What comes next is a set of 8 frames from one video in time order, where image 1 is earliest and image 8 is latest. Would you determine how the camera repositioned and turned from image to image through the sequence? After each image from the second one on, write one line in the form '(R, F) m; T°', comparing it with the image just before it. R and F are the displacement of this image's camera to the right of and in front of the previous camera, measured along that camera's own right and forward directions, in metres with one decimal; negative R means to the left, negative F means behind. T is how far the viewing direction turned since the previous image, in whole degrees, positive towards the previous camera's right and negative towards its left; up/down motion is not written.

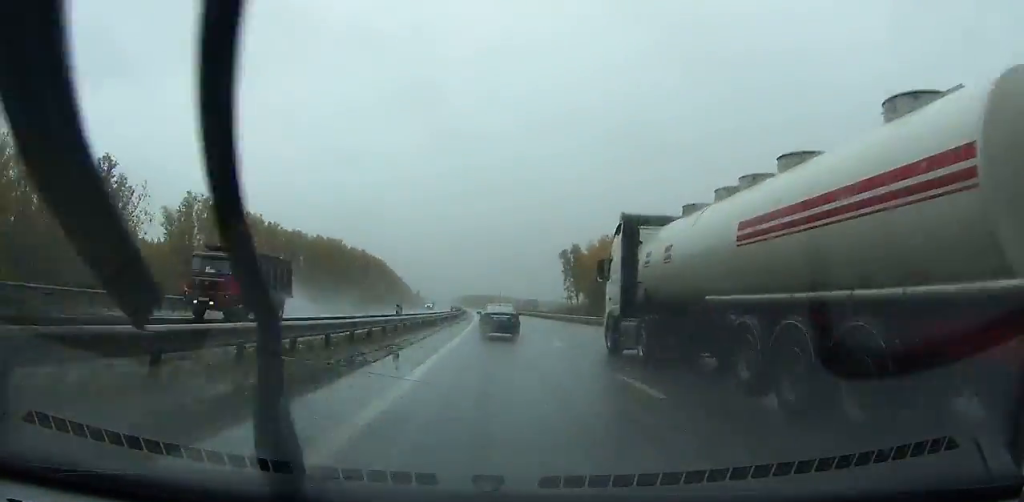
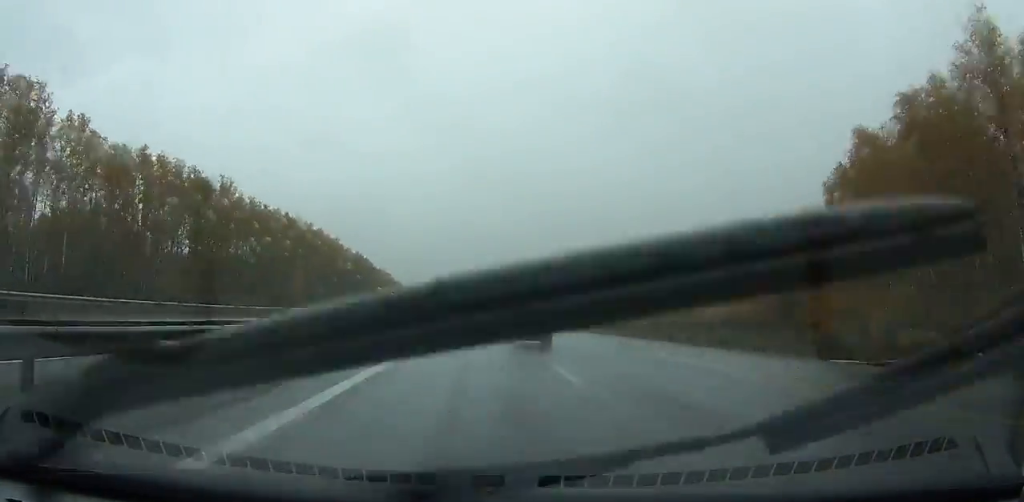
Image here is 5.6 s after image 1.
(-3.8, +154.4) m; -3°
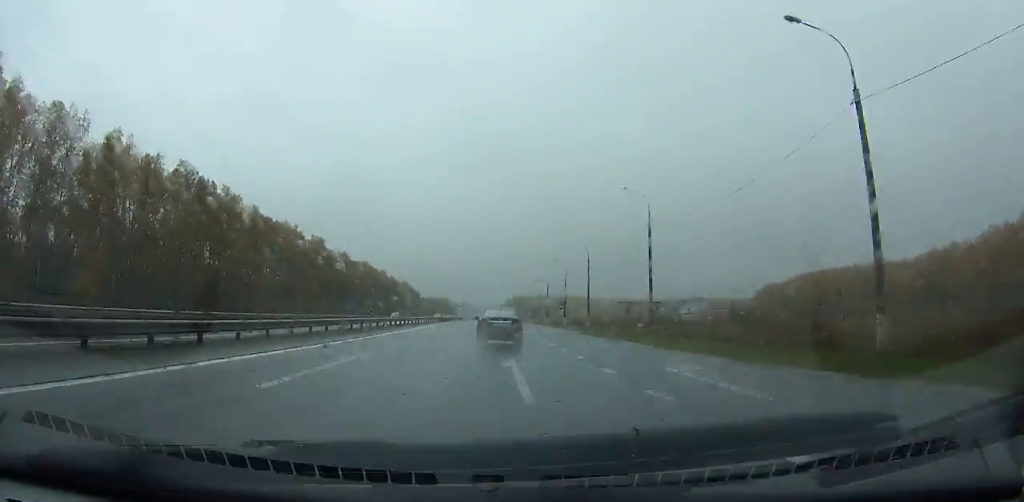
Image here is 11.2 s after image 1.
(-2.4, +150.6) m; -2°
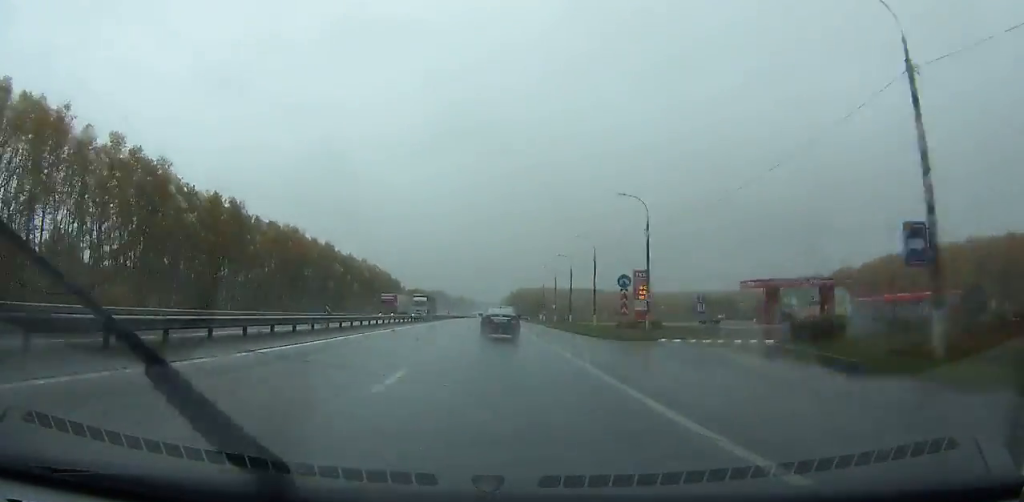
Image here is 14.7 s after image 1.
(-0.9, +91.3) m; -1°
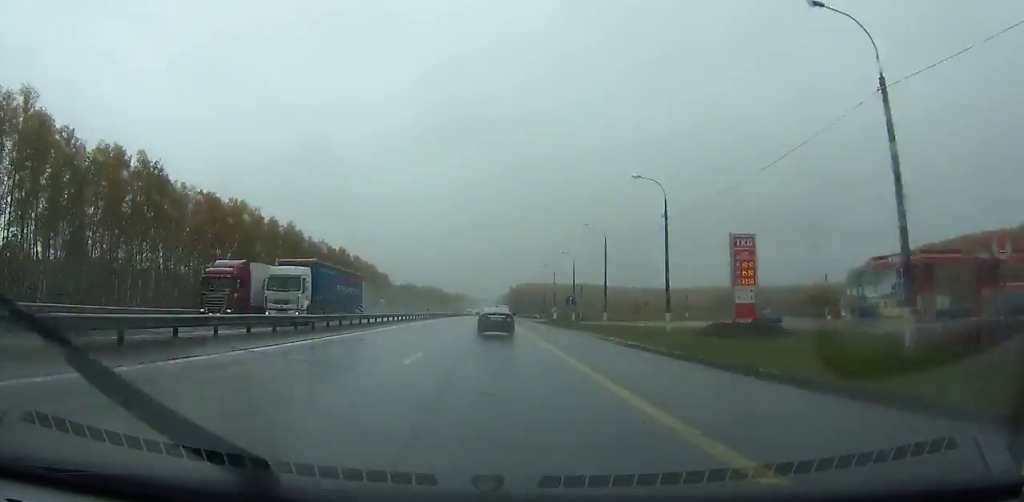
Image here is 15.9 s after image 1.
(0.0, +31.0) m; 0°
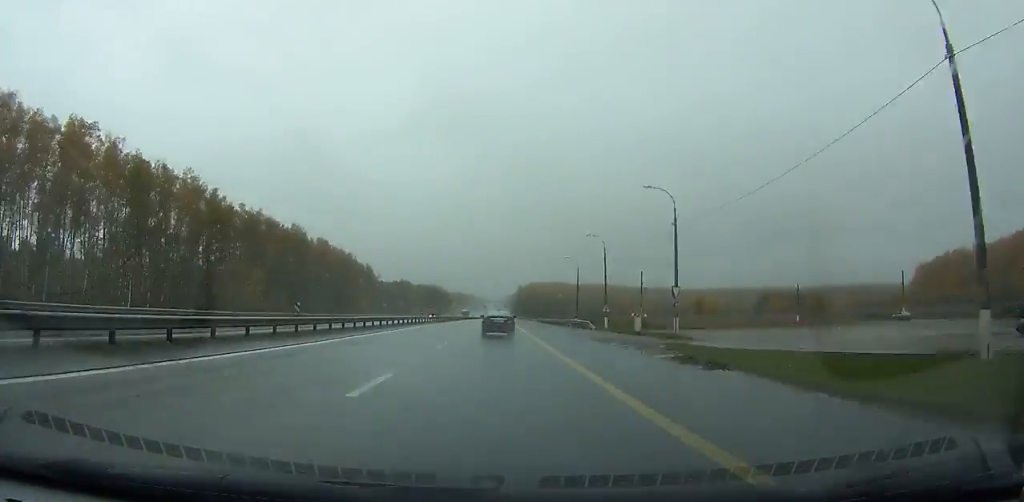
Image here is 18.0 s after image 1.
(-0.1, +54.0) m; 0°
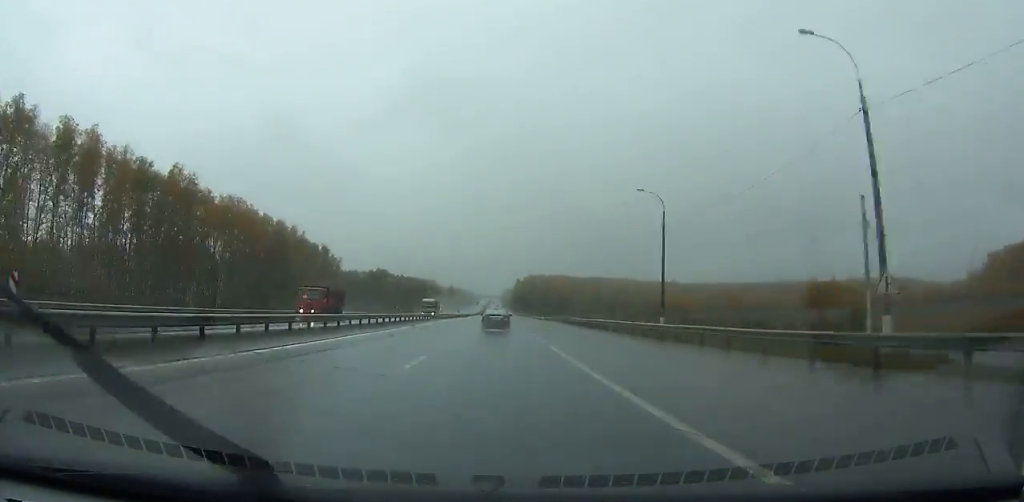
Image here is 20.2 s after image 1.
(-0.1, +56.8) m; 0°
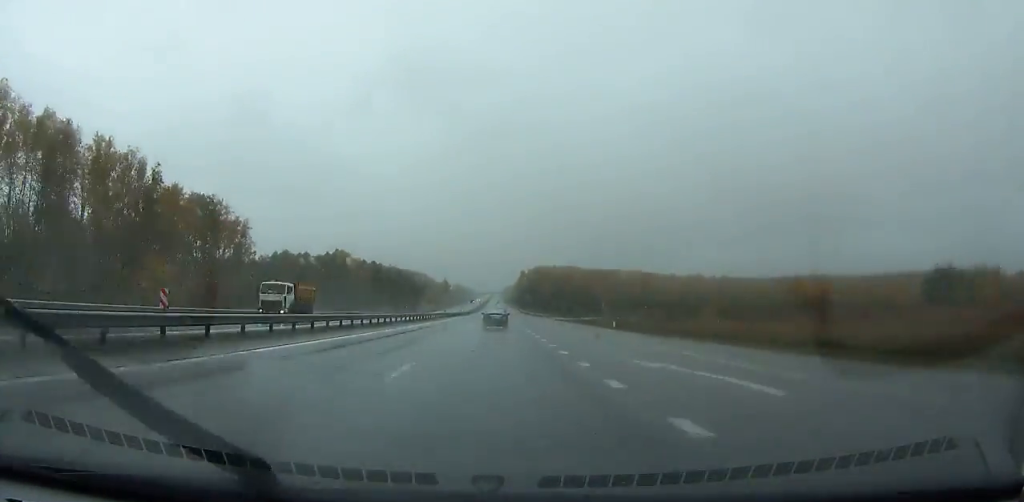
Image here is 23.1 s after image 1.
(+0.4, +75.5) m; 0°
